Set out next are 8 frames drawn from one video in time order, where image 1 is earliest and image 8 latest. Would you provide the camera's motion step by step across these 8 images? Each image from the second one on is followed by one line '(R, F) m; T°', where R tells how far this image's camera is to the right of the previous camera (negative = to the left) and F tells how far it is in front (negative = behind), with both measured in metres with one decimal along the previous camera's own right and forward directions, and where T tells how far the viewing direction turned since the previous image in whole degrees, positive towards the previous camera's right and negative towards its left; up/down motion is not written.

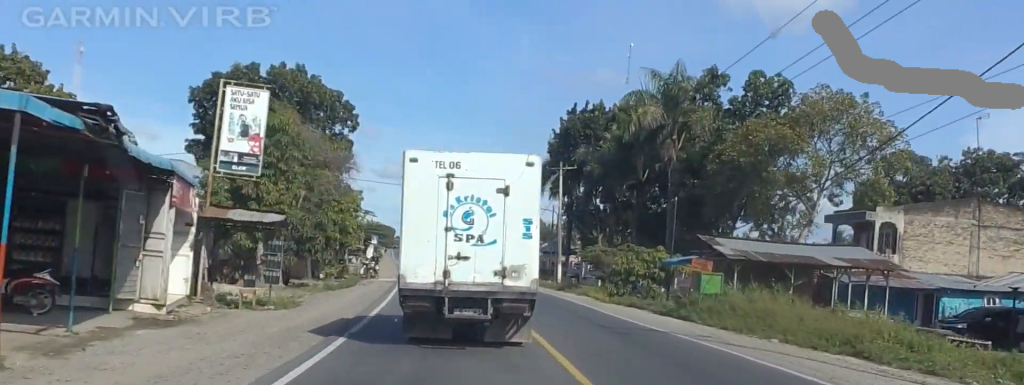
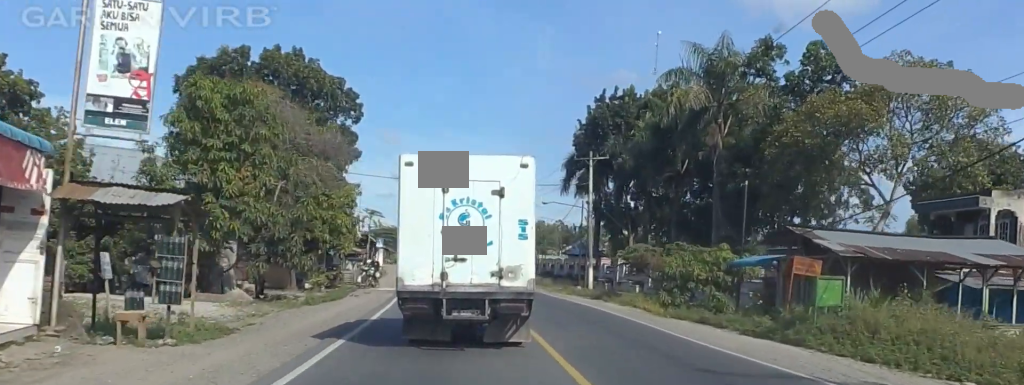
(+0.1, +8.0) m; -1°
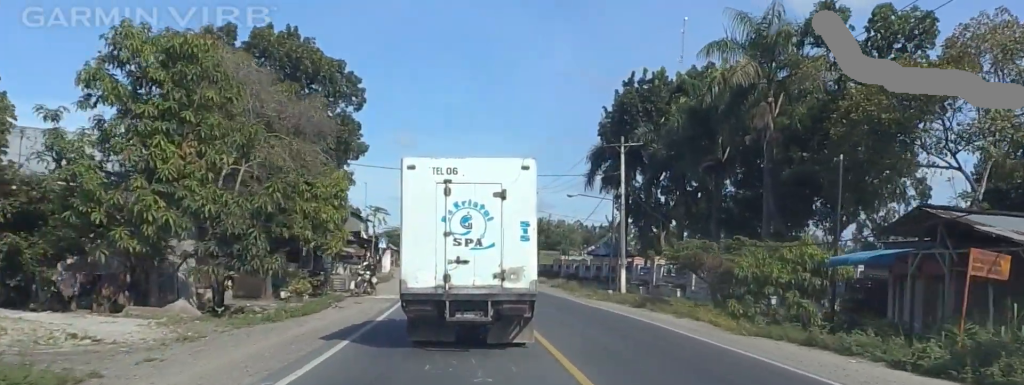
(-0.3, +6.9) m; -1°
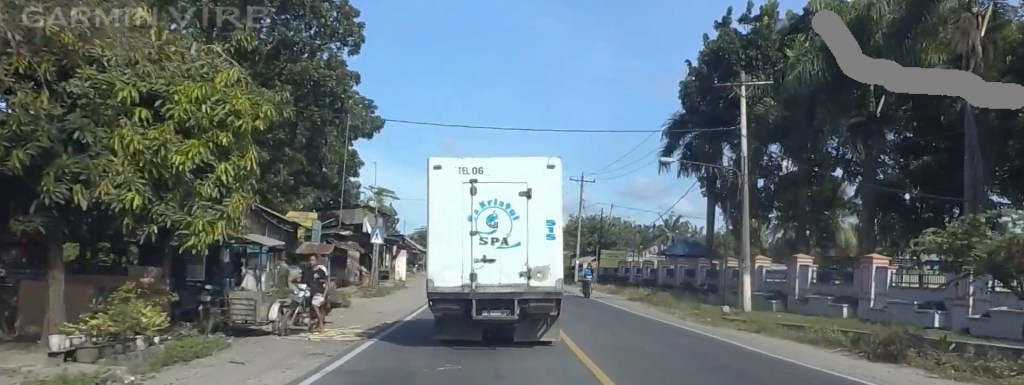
(-0.2, +17.1) m; -1°
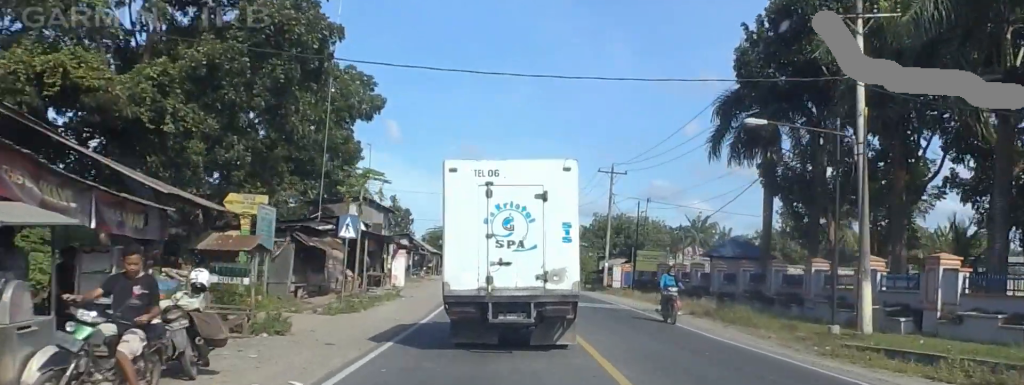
(0.0, +9.1) m; -1°
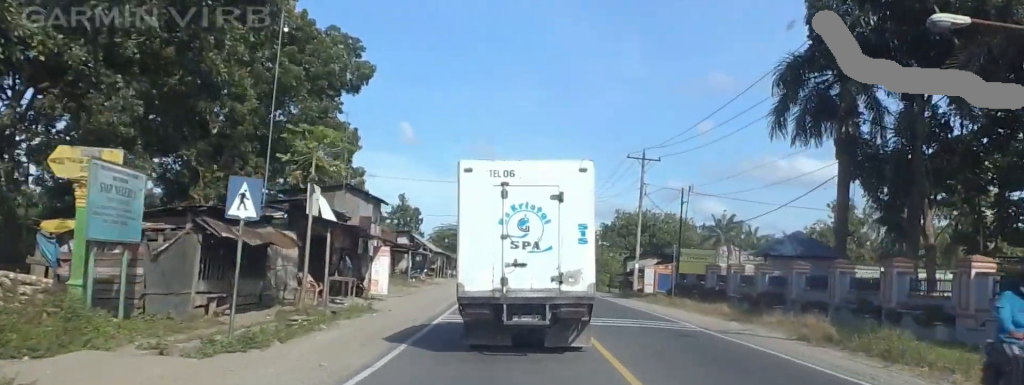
(-0.1, +9.6) m; -1°
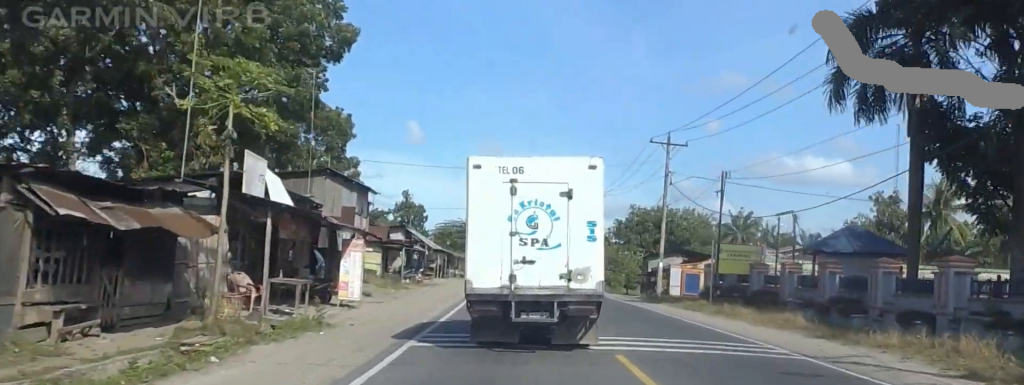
(-0.1, +6.9) m; -1°
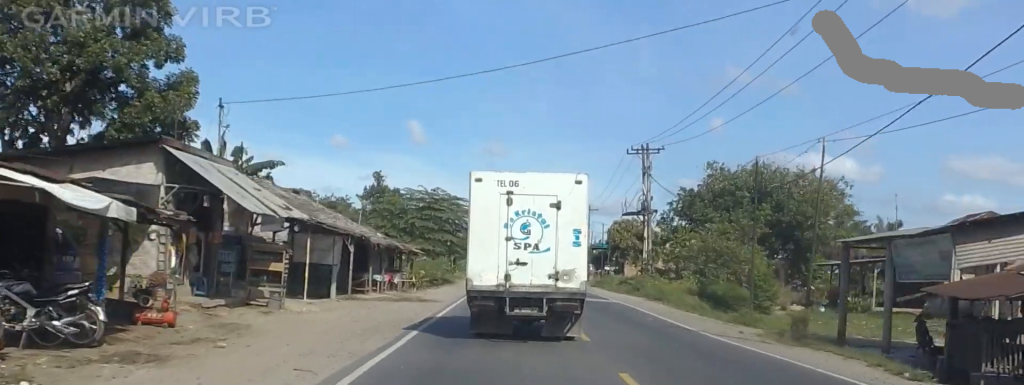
(-1.3, +42.2) m; 0°
